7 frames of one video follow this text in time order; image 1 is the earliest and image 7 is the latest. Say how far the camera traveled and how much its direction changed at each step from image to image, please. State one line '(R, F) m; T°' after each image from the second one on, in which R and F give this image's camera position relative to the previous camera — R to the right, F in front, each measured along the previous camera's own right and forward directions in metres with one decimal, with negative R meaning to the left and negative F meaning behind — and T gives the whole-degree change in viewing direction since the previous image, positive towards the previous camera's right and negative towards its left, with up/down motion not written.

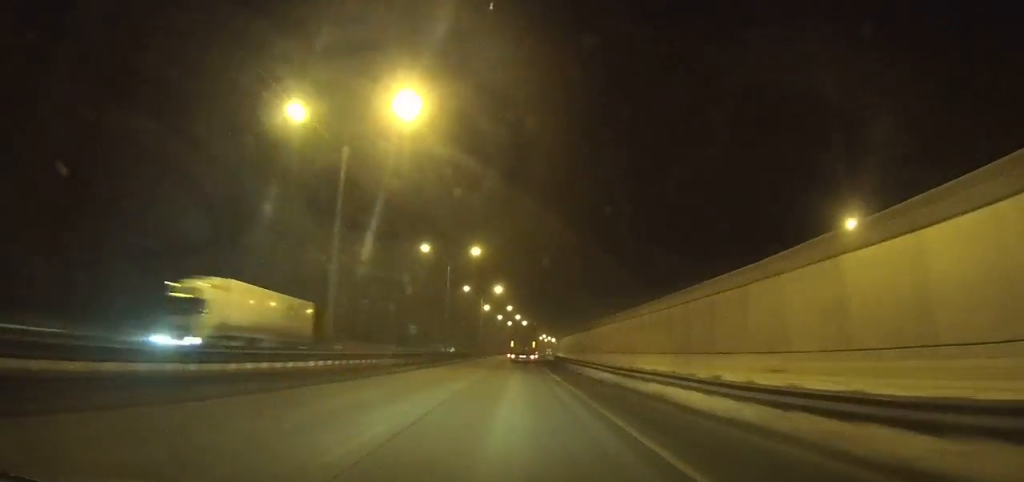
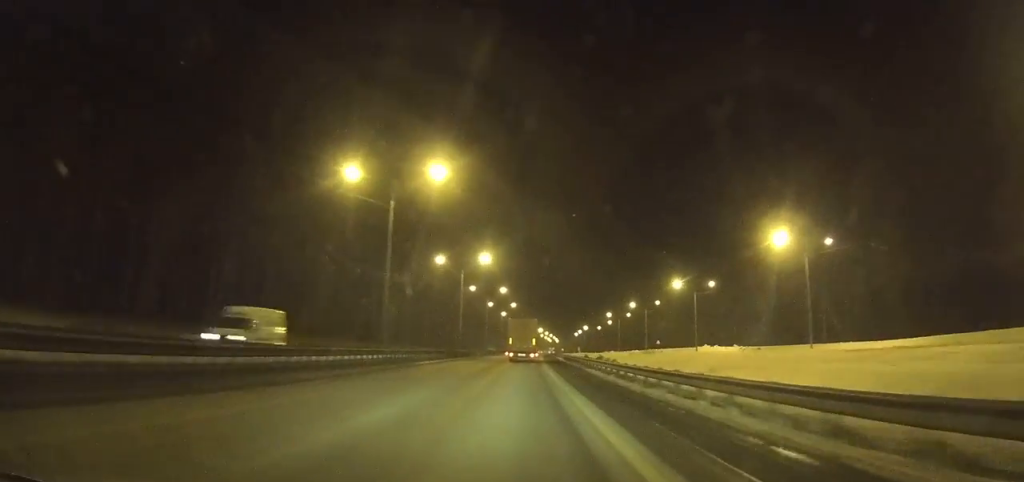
(+3.2, +156.0) m; +3°
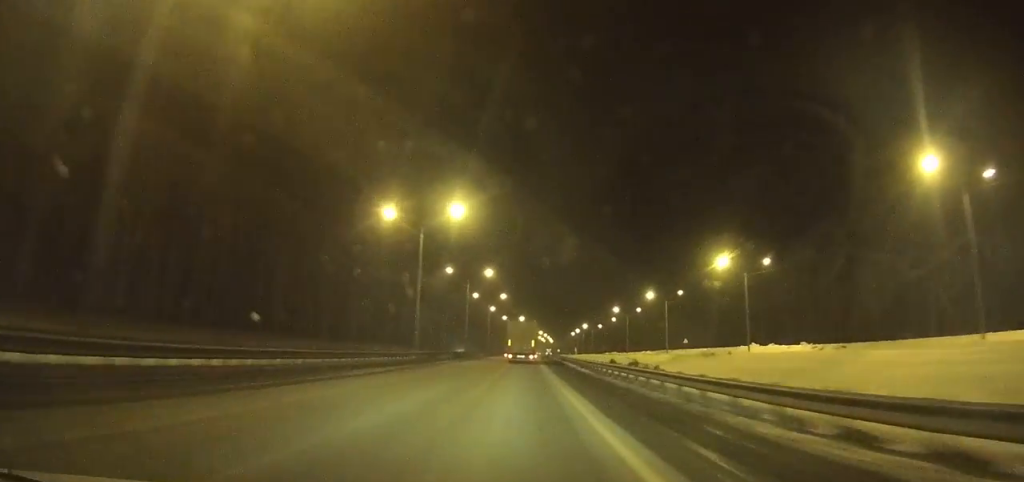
(+0.5, +26.0) m; +1°
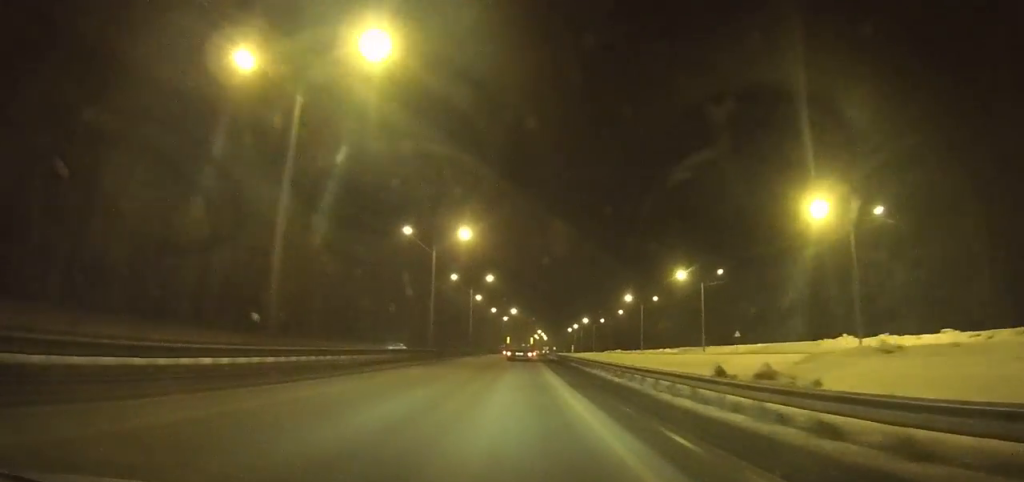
(+0.2, +28.0) m; +1°
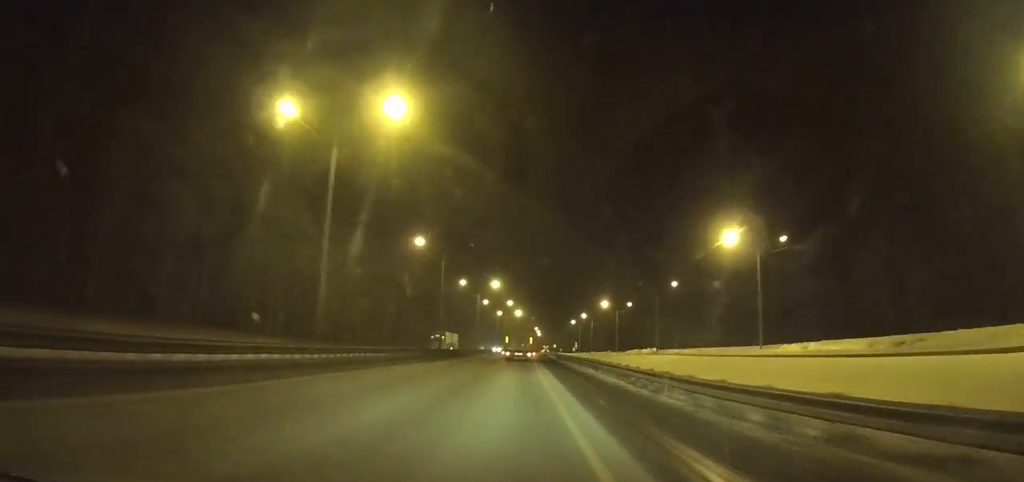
(+0.4, +66.6) m; 0°
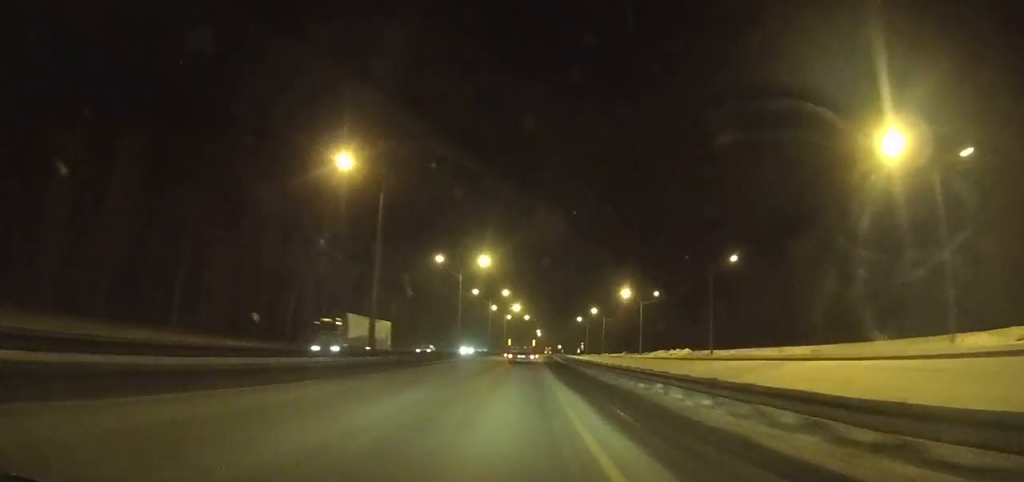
(-0.1, +28.5) m; 0°
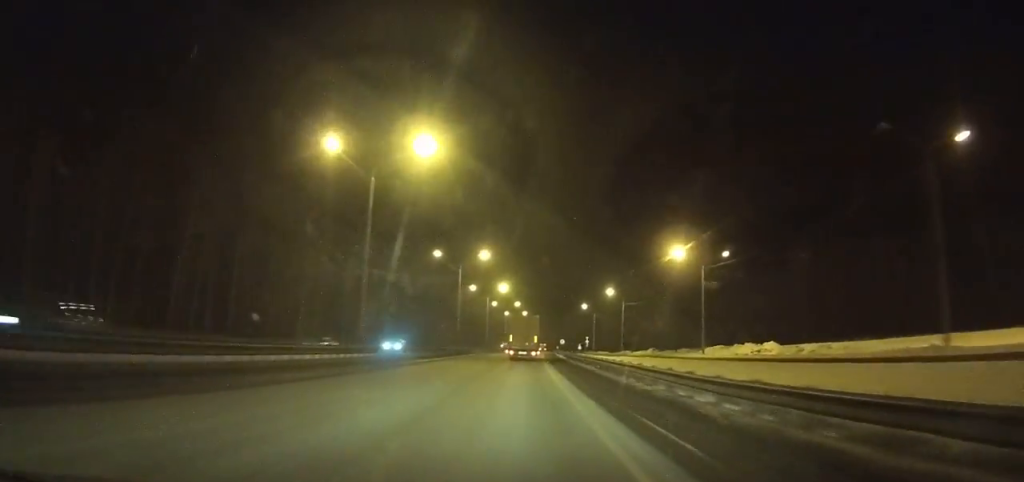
(0.0, +40.8) m; +1°
